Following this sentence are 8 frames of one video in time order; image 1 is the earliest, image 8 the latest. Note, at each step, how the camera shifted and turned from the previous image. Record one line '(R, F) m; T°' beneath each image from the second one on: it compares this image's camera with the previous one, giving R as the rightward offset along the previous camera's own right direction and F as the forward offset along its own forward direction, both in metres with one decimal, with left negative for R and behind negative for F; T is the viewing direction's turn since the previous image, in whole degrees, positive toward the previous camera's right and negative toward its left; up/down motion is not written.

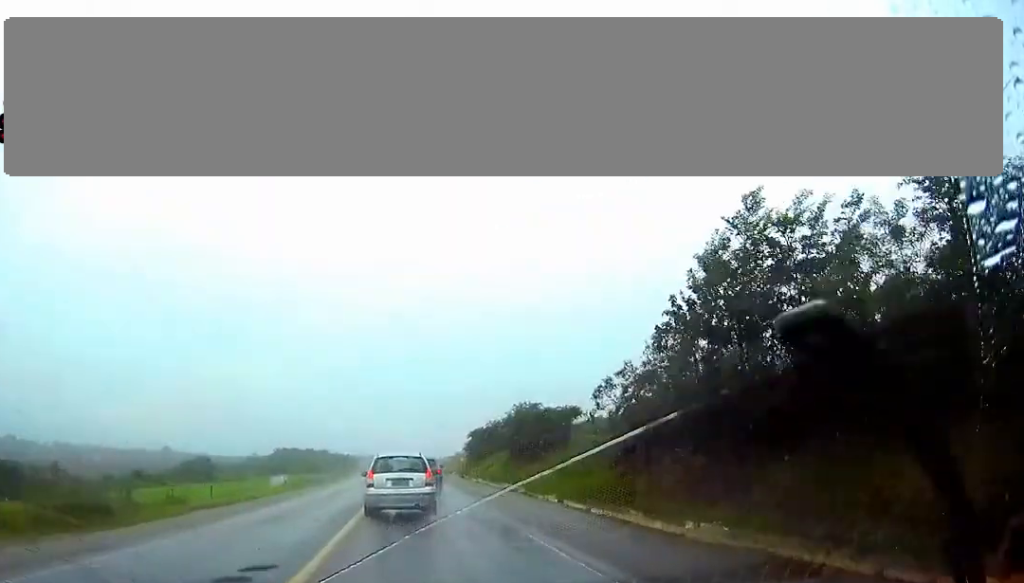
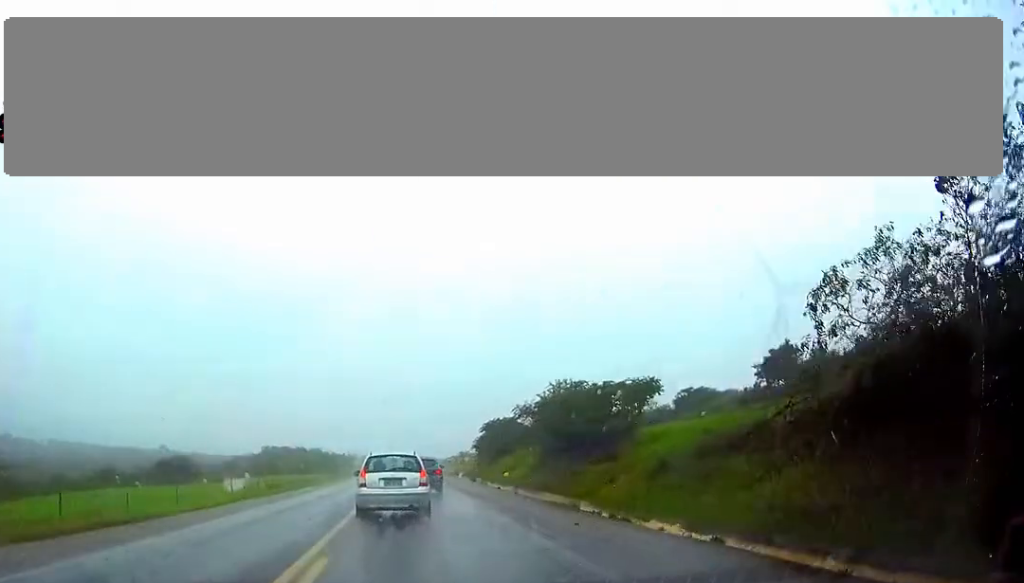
(0.0, +15.2) m; 0°
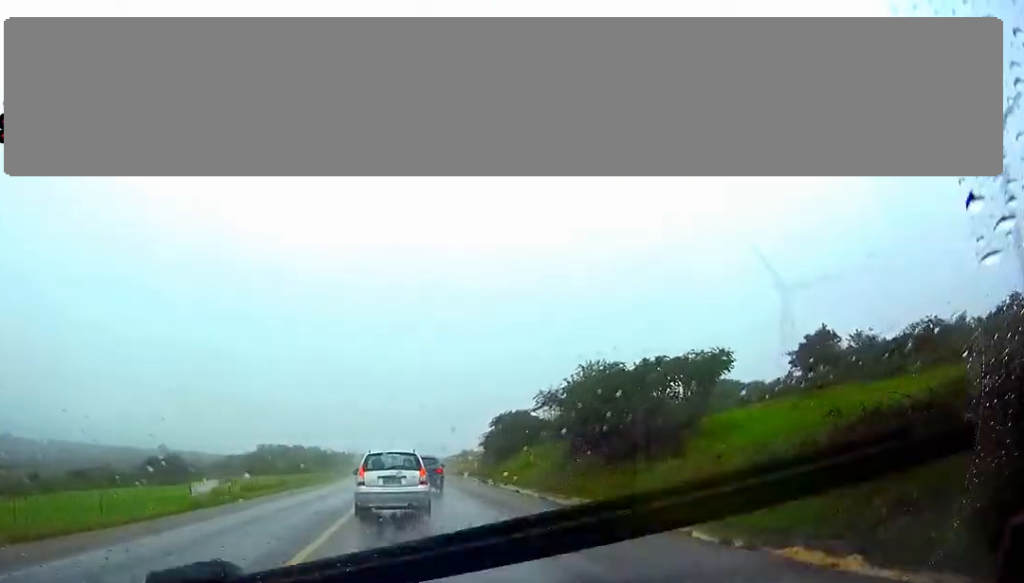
(0.0, +7.2) m; 0°
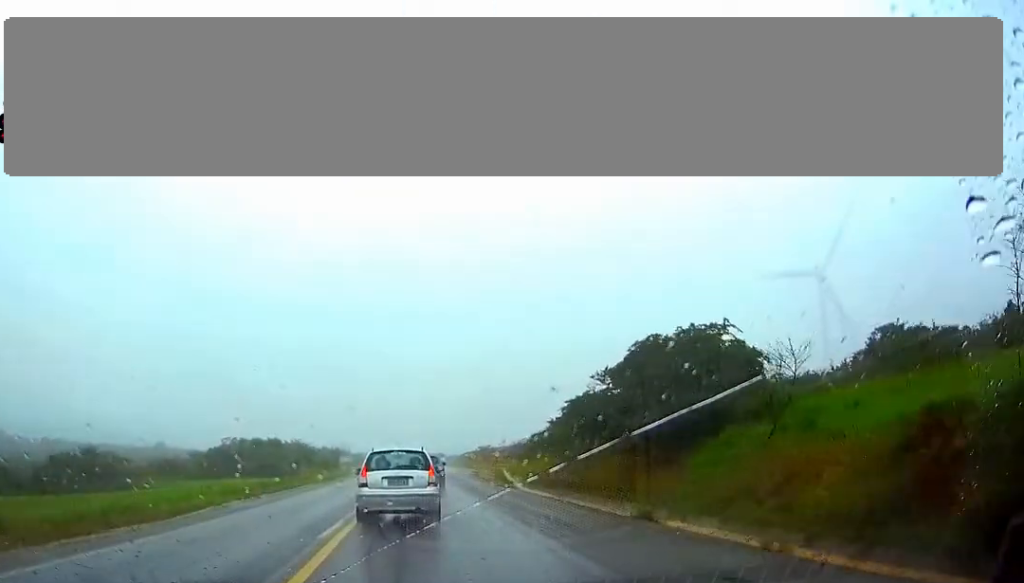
(-0.1, +35.8) m; -1°
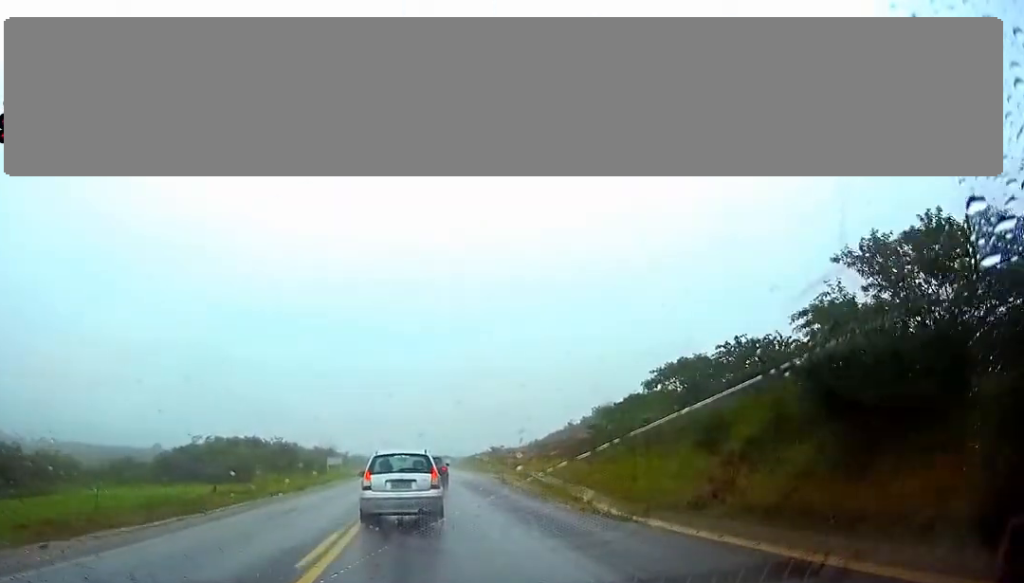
(-0.1, +20.4) m; 0°
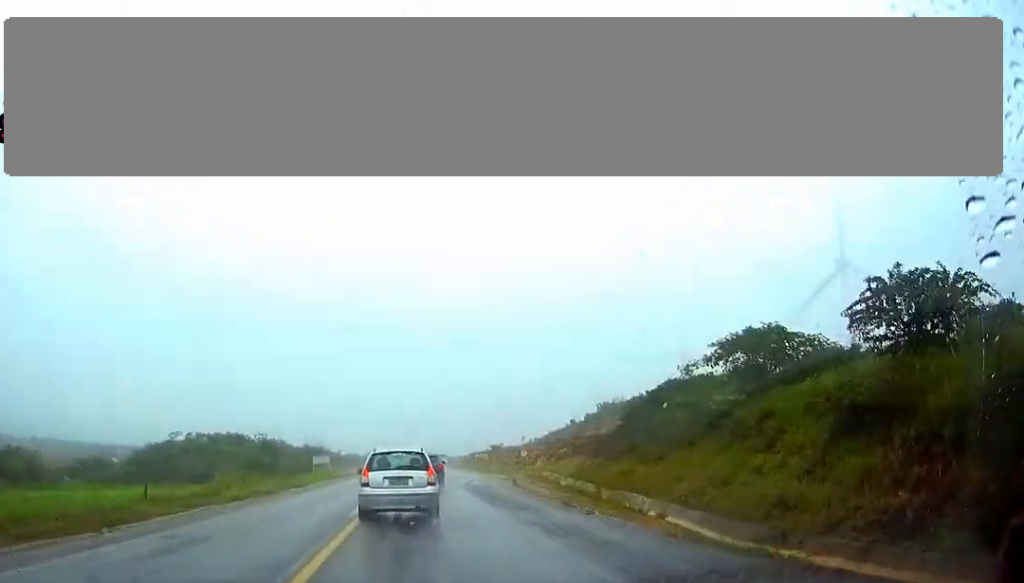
(0.0, +8.3) m; 0°
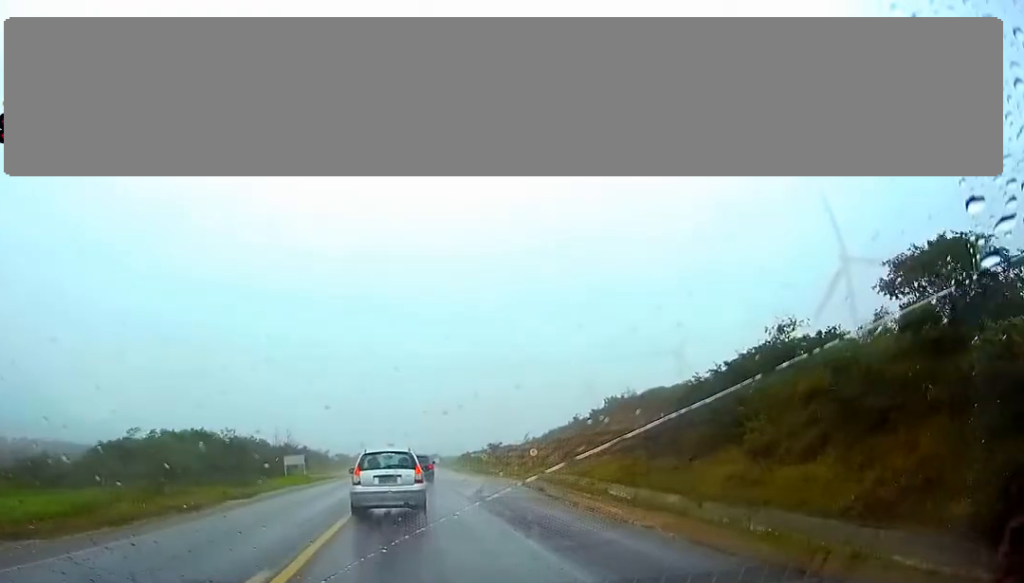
(+0.2, +12.9) m; +1°
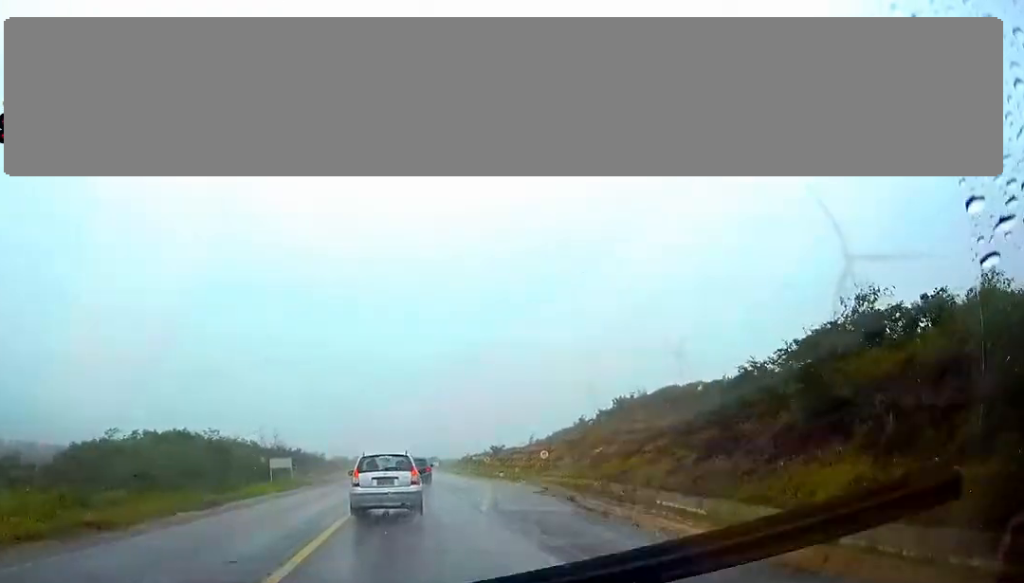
(0.0, +6.6) m; 0°
